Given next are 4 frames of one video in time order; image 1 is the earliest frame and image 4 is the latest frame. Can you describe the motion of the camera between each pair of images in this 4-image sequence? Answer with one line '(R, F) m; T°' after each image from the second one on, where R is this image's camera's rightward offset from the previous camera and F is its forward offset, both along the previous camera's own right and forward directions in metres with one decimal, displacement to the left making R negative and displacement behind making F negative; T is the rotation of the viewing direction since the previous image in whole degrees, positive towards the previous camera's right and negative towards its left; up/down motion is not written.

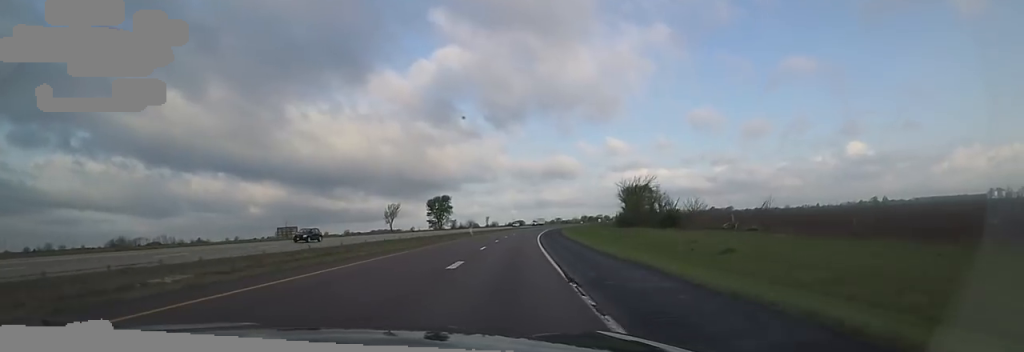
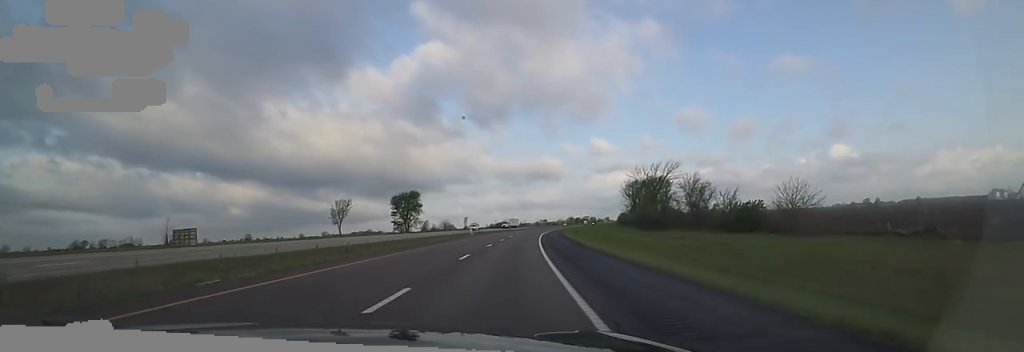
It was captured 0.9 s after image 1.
(+1.1, +32.6) m; +2°
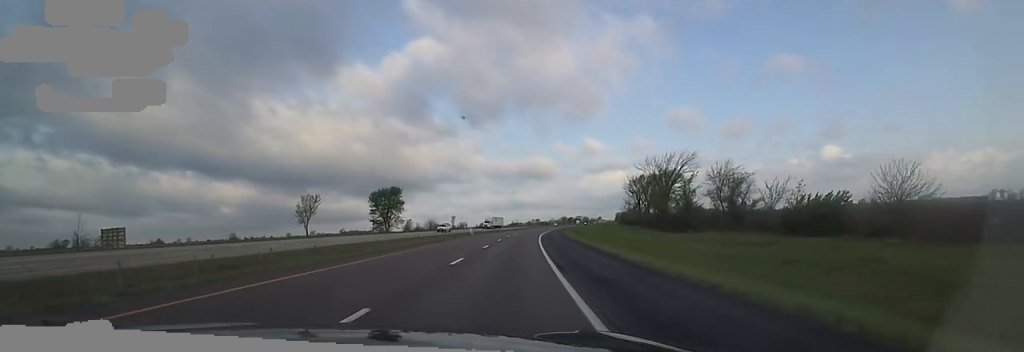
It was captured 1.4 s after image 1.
(+0.1, +15.2) m; +1°
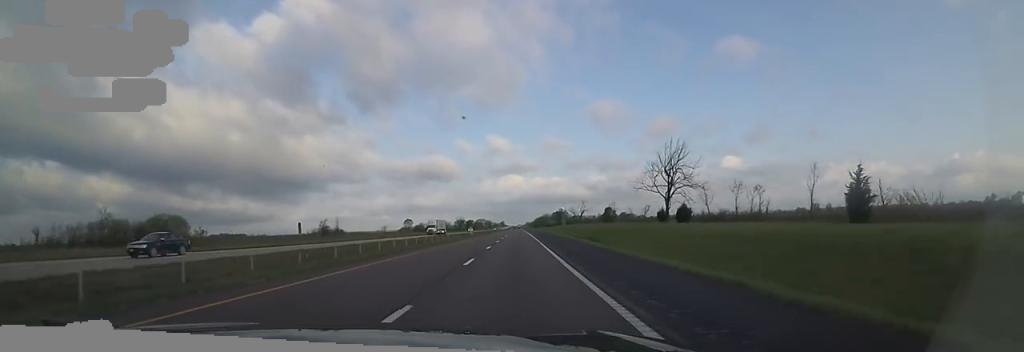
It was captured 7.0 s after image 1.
(+22.7, +193.2) m; +12°
